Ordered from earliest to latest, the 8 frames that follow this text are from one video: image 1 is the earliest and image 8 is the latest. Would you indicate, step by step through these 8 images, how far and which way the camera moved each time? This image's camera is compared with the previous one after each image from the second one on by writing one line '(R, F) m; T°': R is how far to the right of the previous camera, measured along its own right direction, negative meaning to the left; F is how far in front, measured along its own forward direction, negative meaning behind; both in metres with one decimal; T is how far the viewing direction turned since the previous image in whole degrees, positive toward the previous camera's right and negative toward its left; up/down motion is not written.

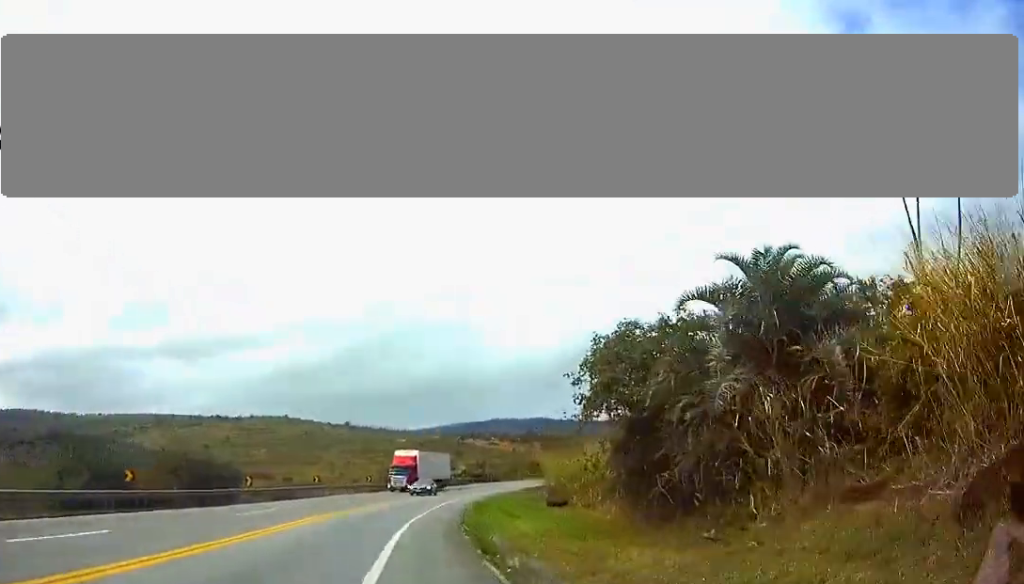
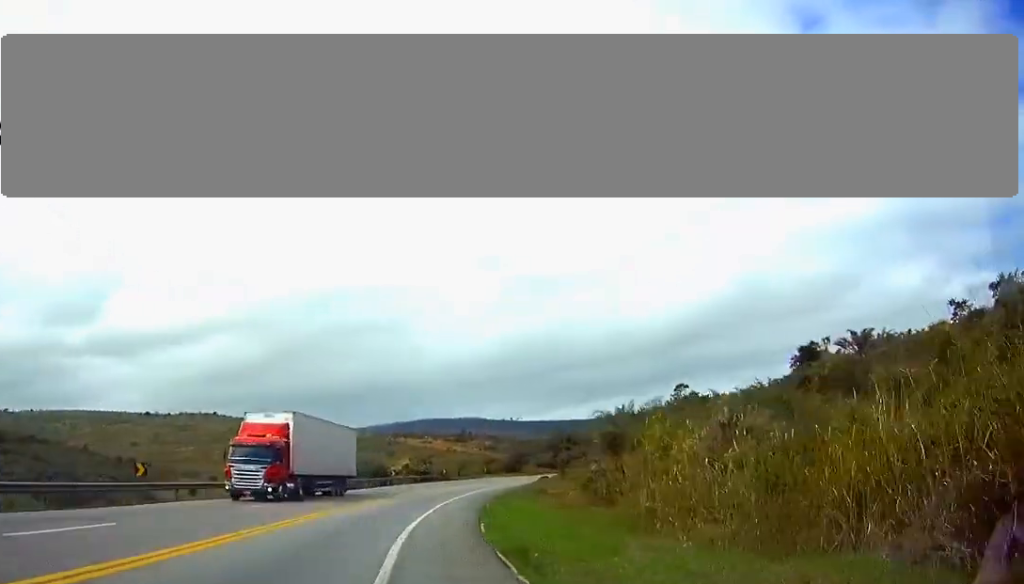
(+0.8, +32.4) m; +5°
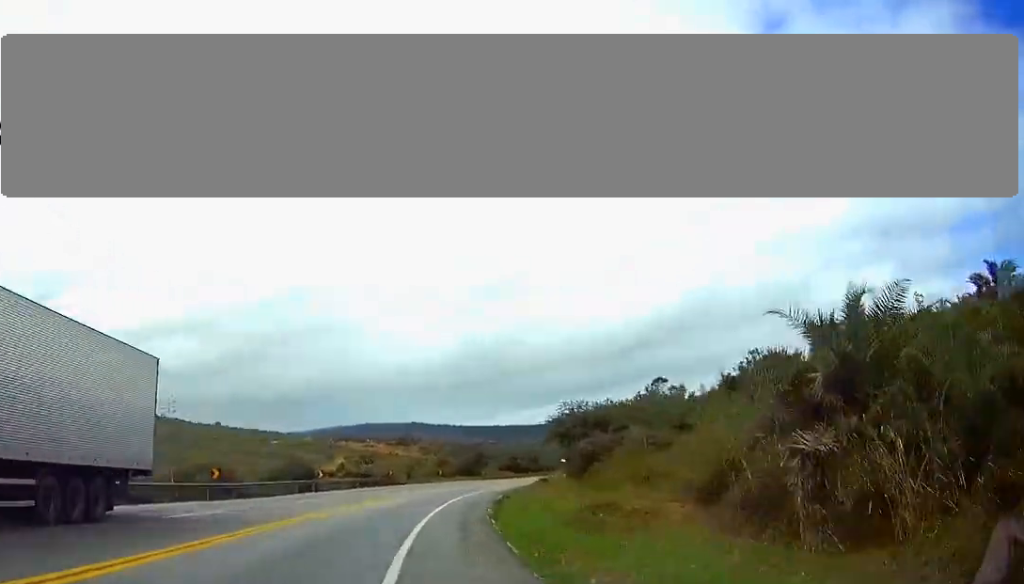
(+1.4, +24.0) m; +3°
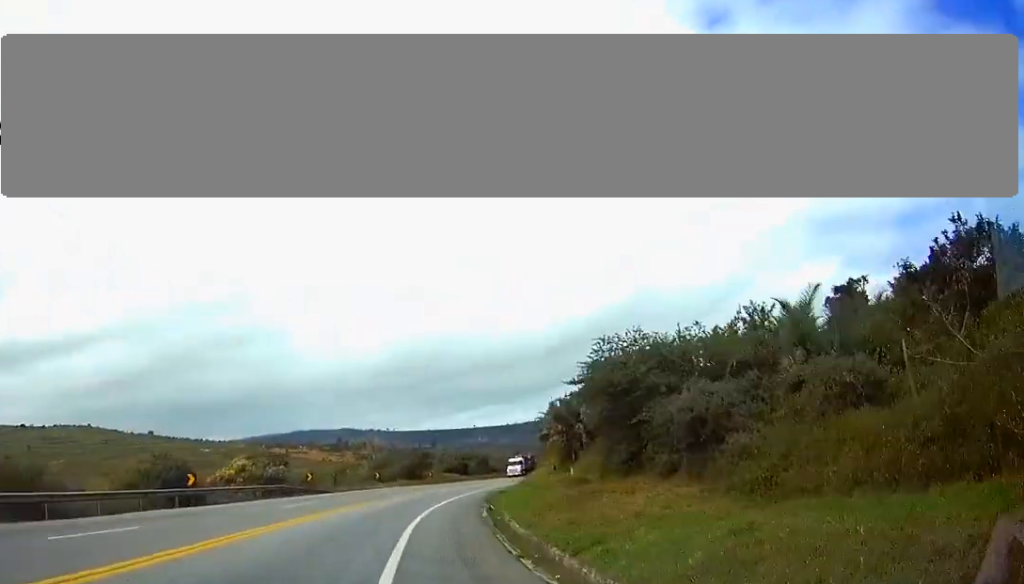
(+0.1, +22.4) m; +3°
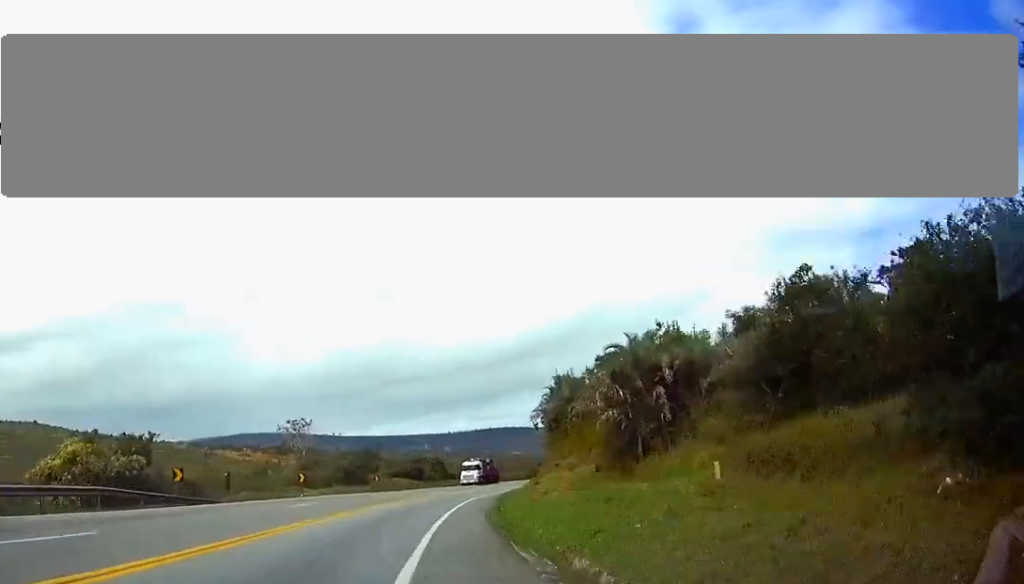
(+1.2, +24.2) m; +5°
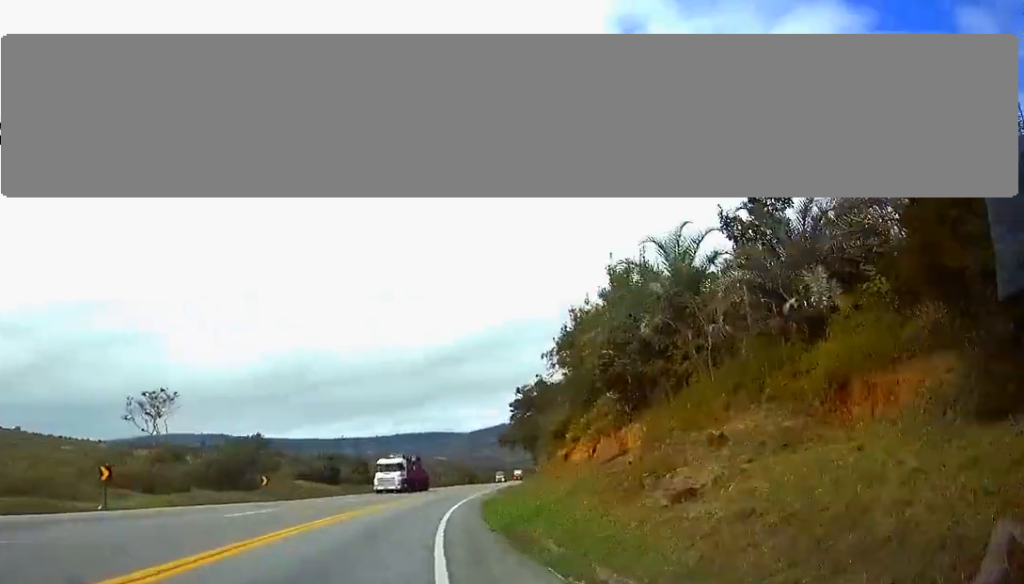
(+1.5, +27.8) m; +6°
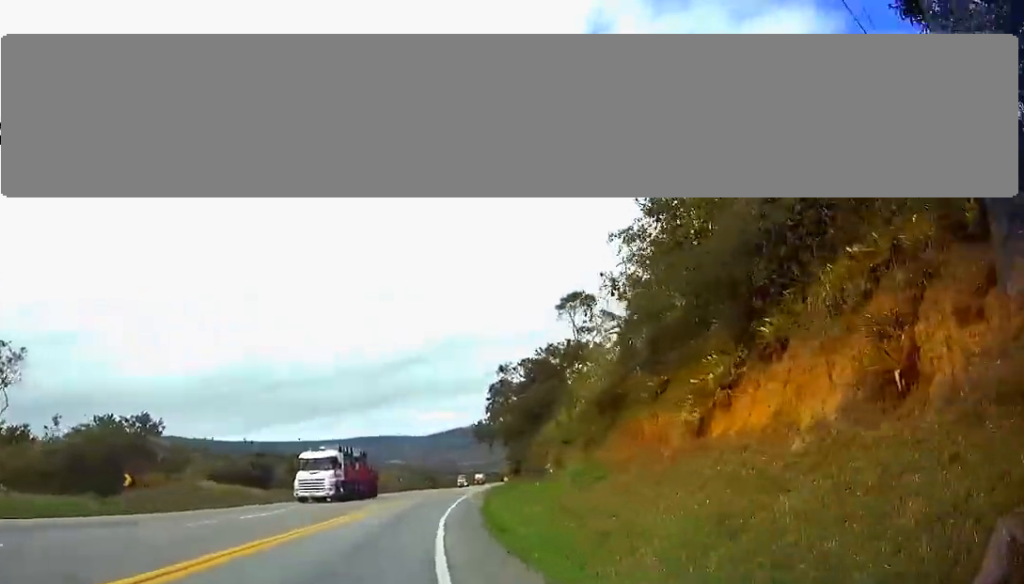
(+0.7, +19.1) m; +3°
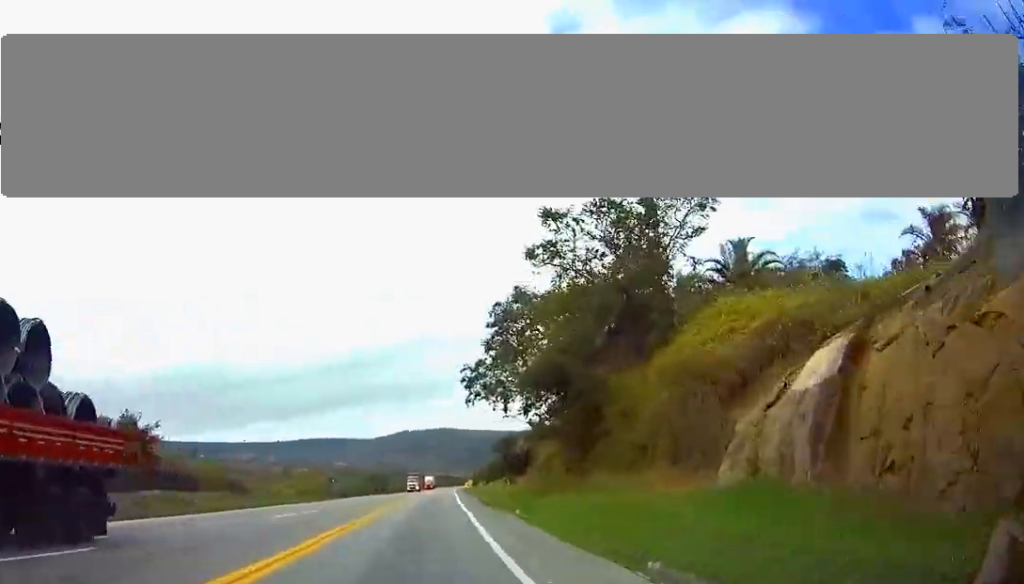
(+2.1, +40.9) m; +4°
